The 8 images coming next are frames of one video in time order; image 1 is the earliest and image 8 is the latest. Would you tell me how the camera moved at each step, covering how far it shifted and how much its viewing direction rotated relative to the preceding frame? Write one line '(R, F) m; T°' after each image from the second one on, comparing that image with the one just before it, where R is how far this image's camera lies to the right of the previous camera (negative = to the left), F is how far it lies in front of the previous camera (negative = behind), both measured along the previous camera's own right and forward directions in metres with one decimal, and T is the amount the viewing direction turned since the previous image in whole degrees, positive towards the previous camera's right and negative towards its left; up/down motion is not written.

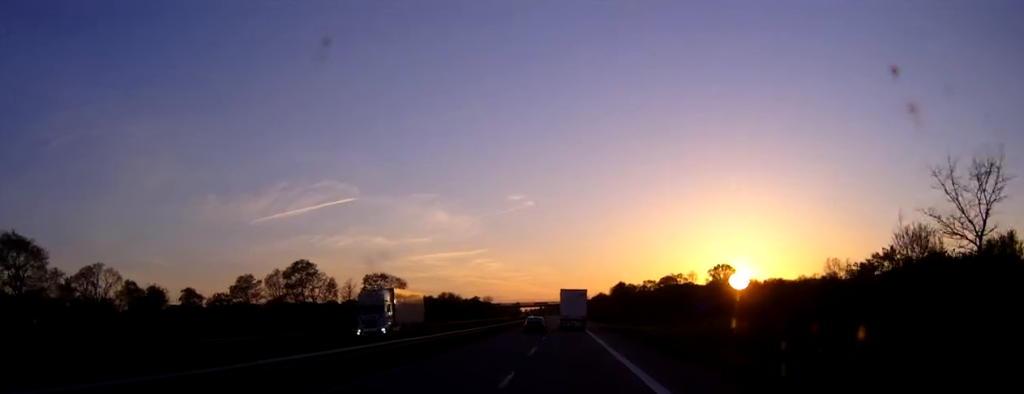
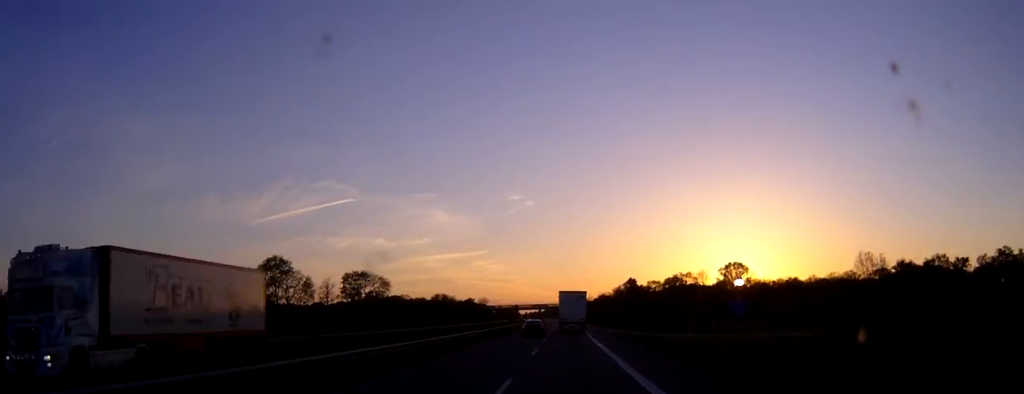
(-0.1, +20.1) m; 0°
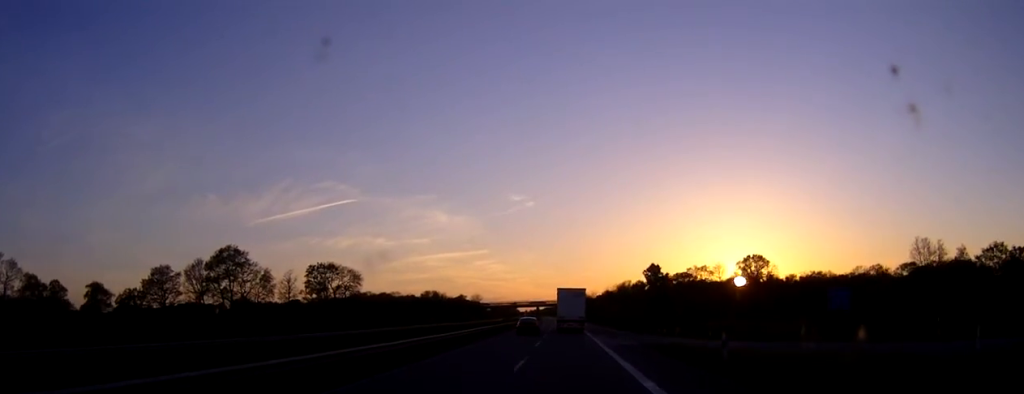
(0.0, +27.6) m; 0°
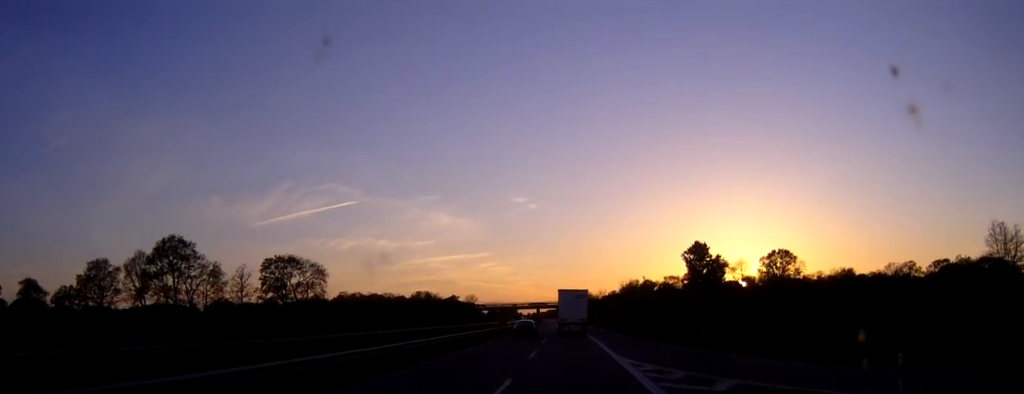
(0.0, +26.7) m; 0°
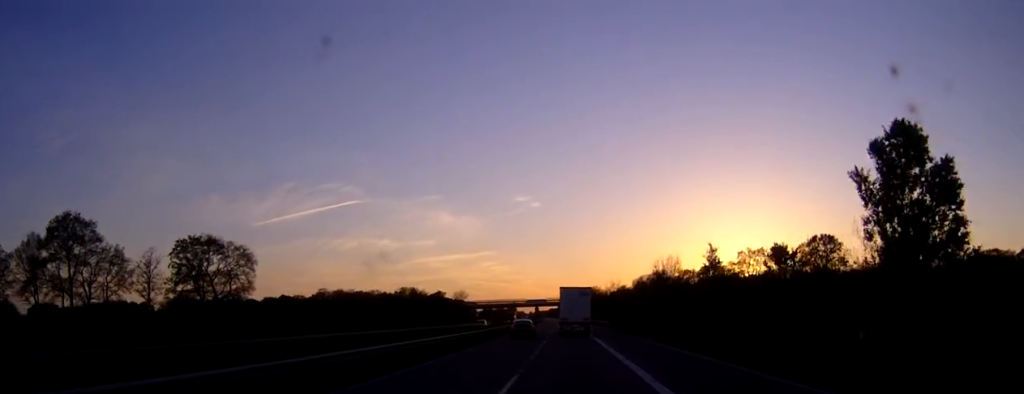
(-0.1, +35.0) m; 0°
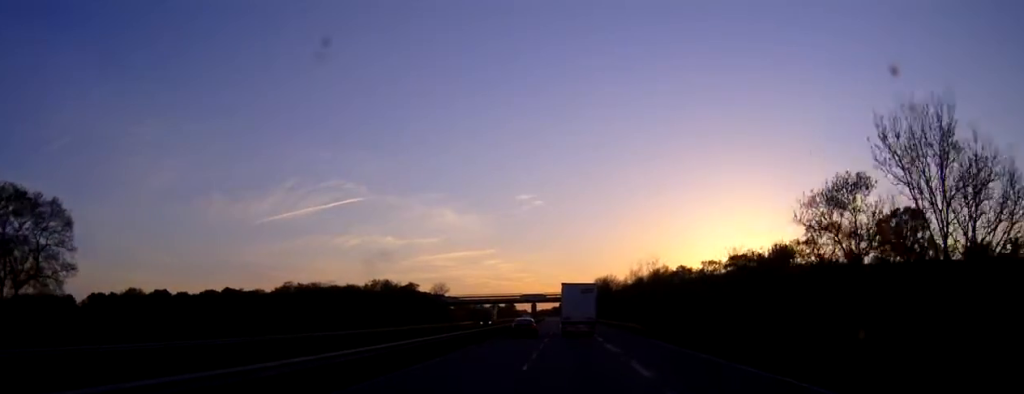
(0.0, +46.0) m; 0°
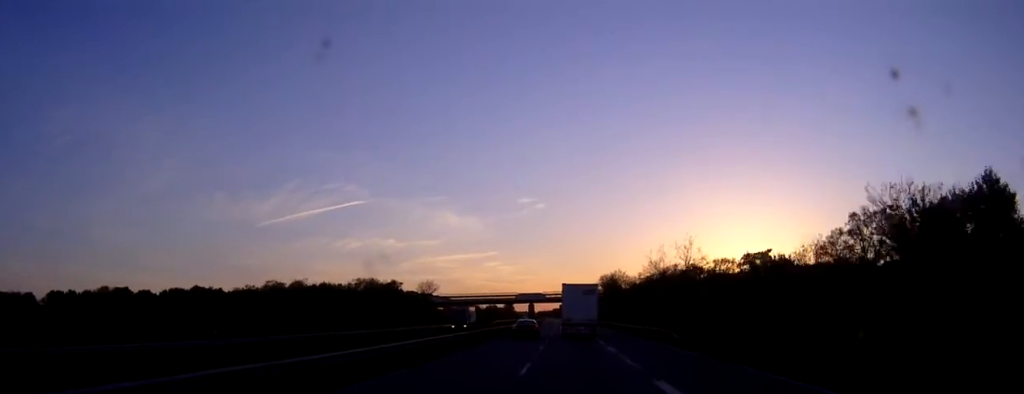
(0.0, +19.3) m; 0°
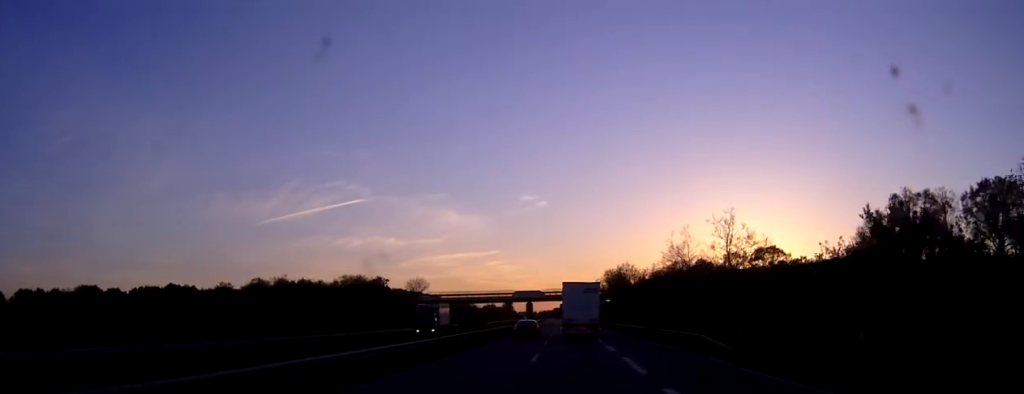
(0.0, +13.8) m; 0°
